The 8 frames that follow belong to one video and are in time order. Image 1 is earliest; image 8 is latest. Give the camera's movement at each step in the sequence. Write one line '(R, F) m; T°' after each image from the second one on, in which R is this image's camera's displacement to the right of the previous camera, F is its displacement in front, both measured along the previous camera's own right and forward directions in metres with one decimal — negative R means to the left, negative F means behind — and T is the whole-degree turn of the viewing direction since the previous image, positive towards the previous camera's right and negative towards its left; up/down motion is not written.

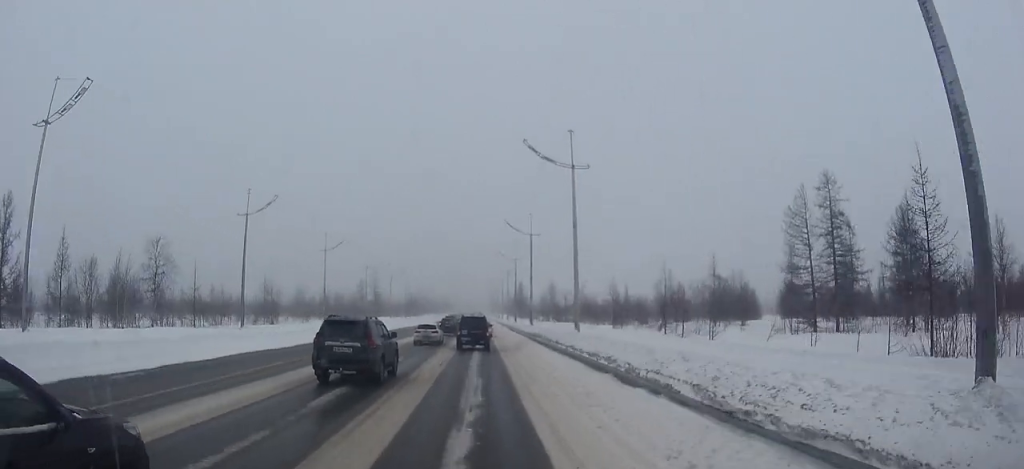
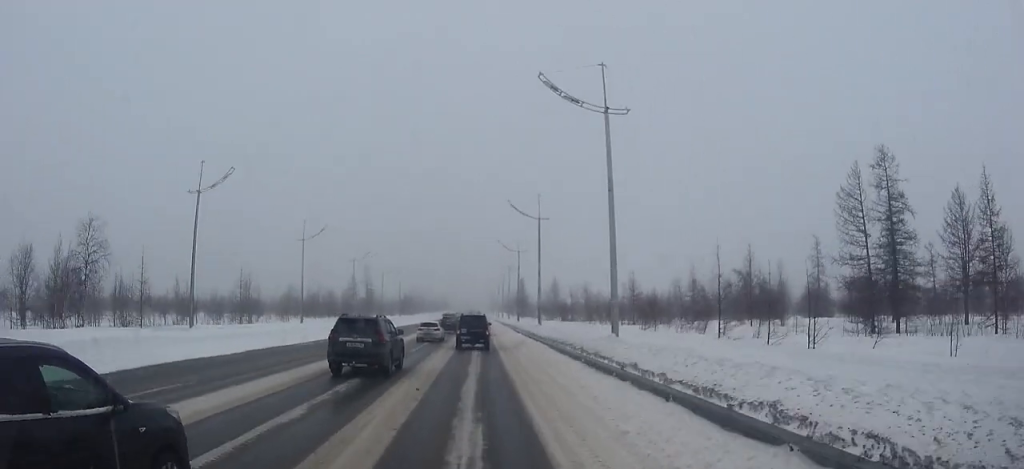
(0.0, +8.5) m; 0°
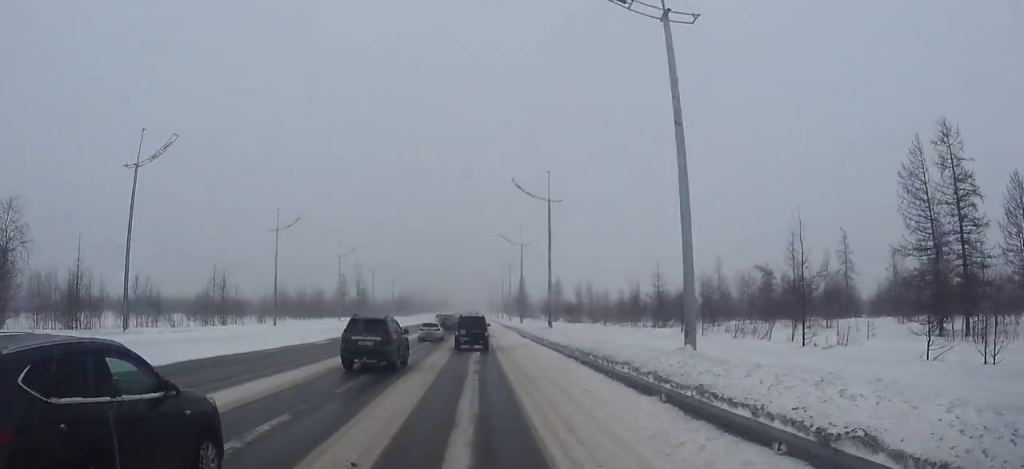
(0.0, +7.9) m; 0°
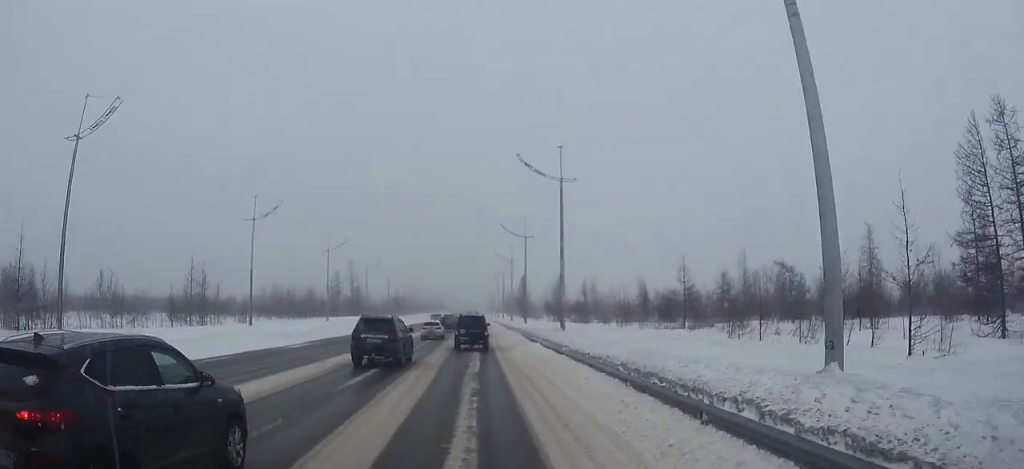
(0.0, +6.0) m; 0°
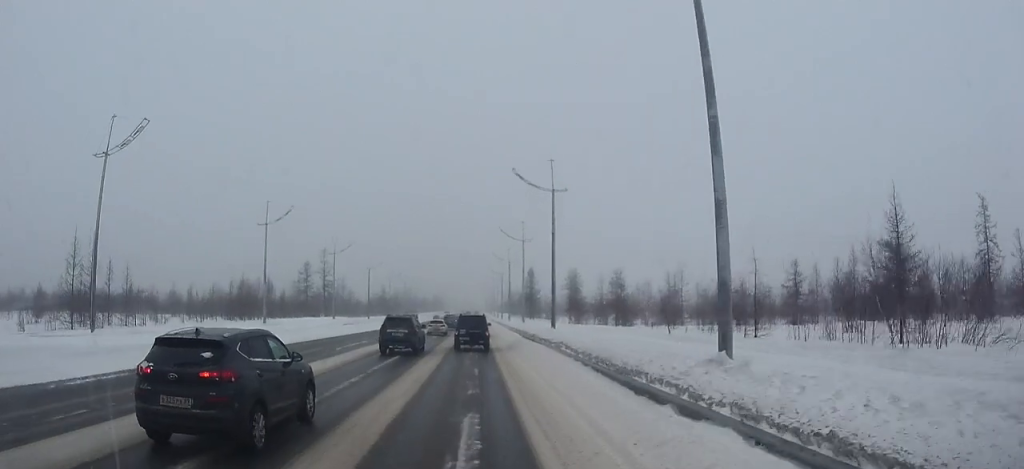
(0.0, +21.9) m; 0°
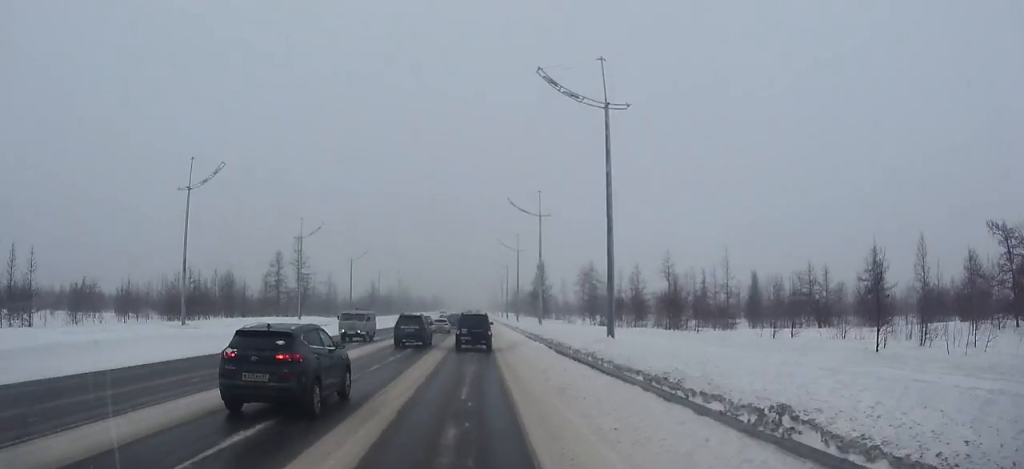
(0.0, +15.1) m; 0°
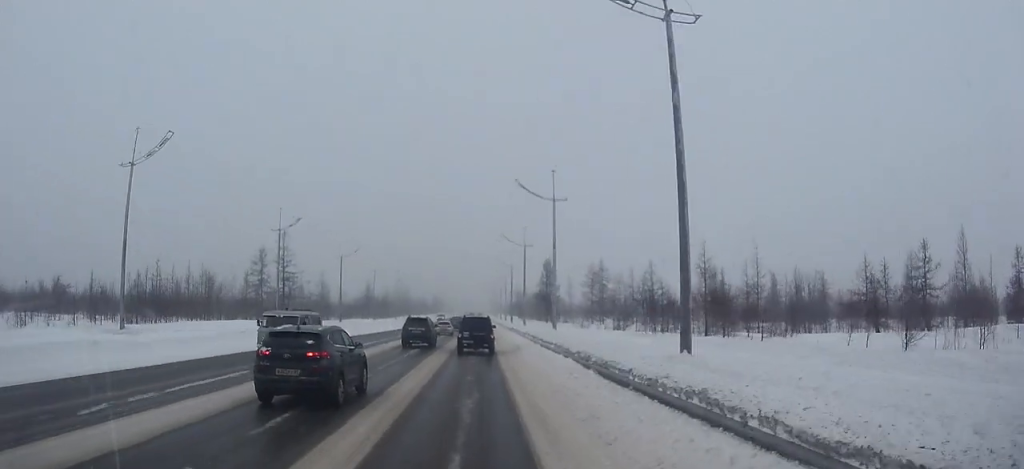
(0.0, +7.3) m; 0°
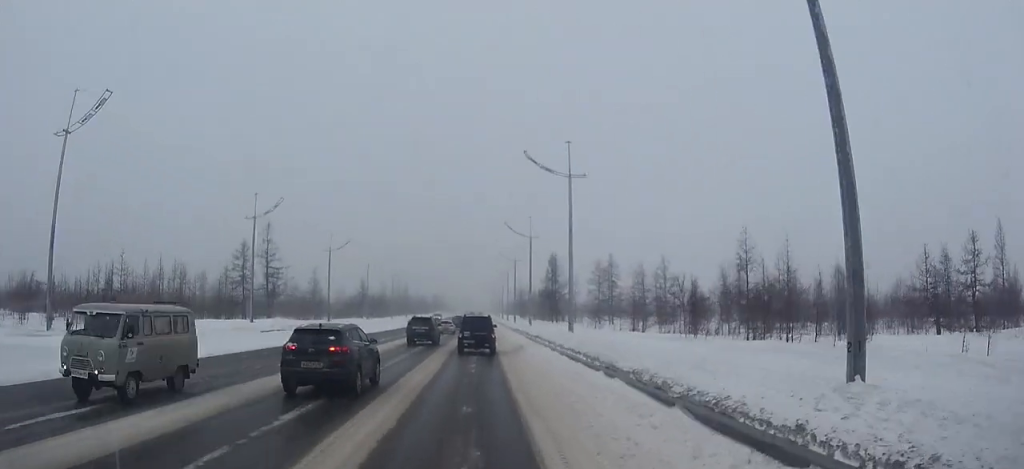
(0.0, +6.4) m; 0°
